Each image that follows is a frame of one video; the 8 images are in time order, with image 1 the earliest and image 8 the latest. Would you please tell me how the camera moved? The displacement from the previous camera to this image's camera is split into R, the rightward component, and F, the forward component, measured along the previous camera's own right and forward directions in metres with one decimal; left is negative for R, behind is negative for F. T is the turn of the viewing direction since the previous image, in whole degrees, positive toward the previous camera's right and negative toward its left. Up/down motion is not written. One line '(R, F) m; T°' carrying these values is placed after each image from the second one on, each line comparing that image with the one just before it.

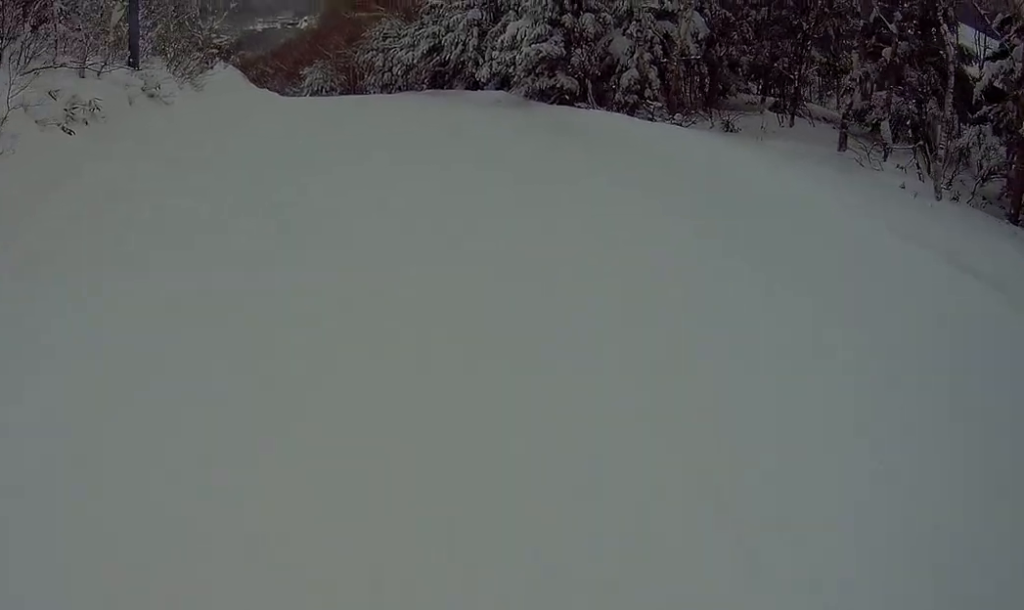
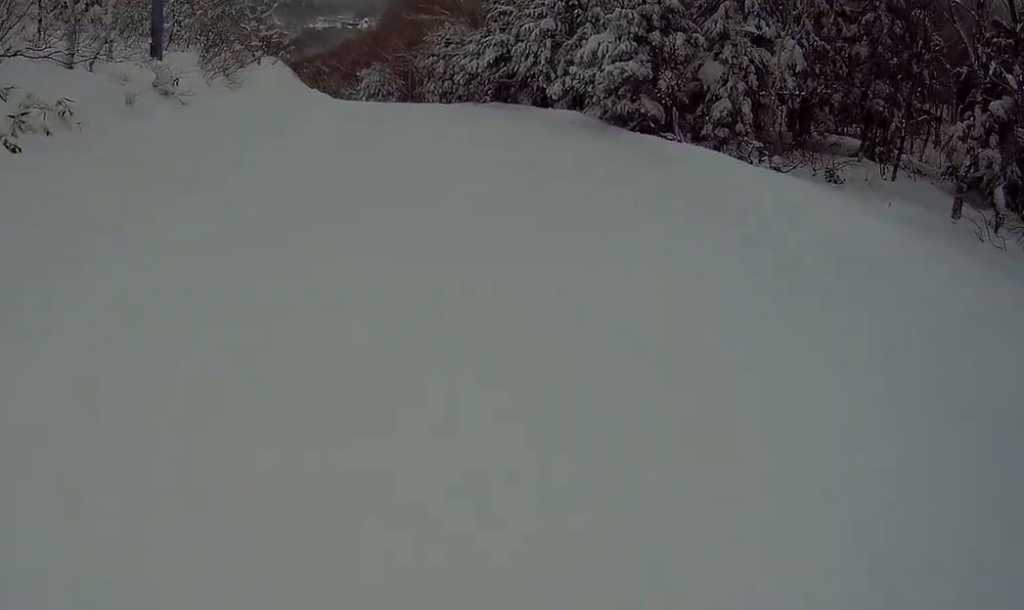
(+0.1, +6.2) m; 0°
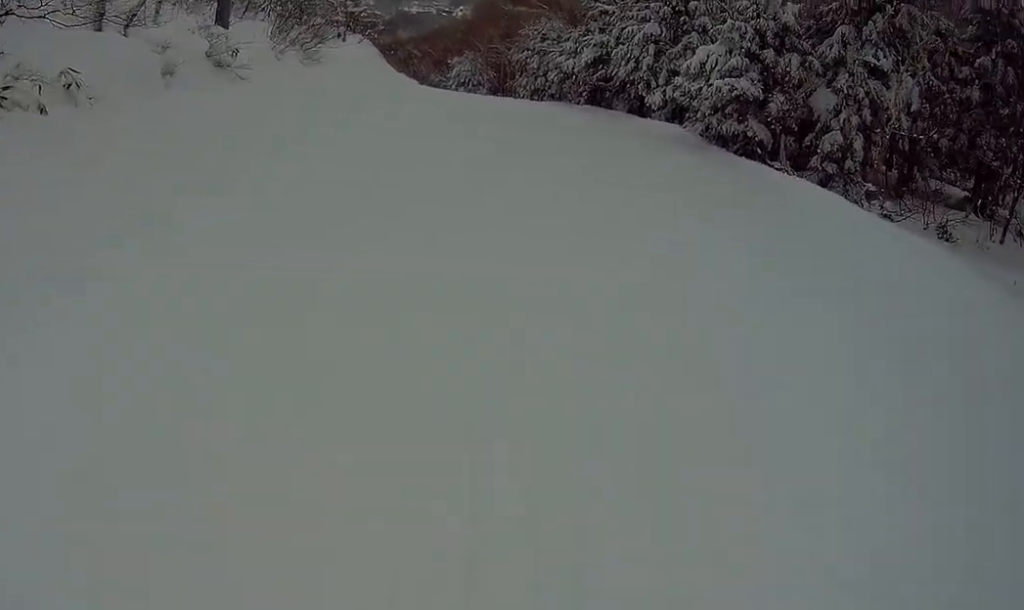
(+0.1, +3.2) m; -4°
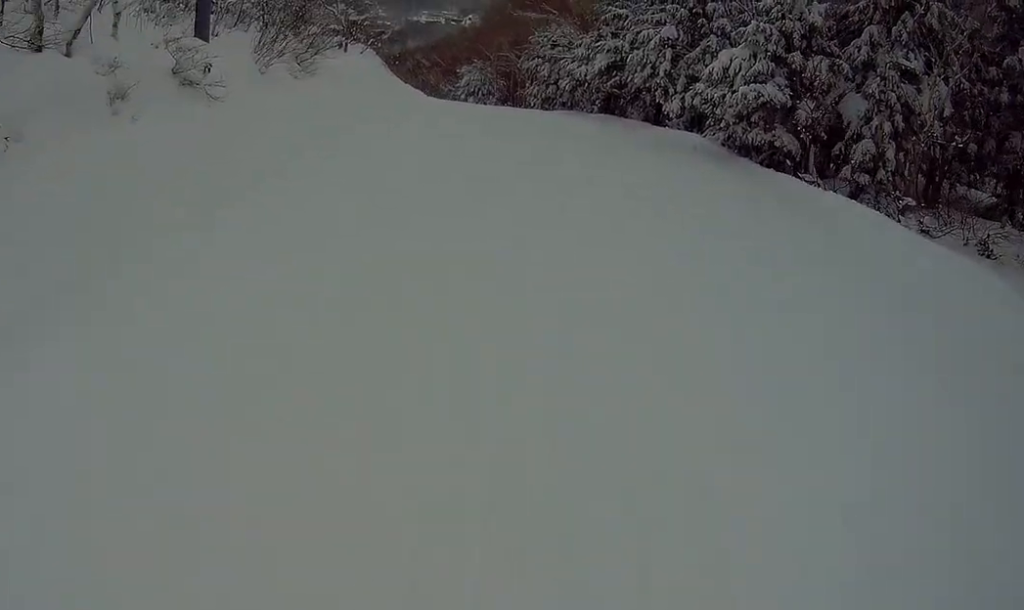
(-0.1, +2.5) m; 0°
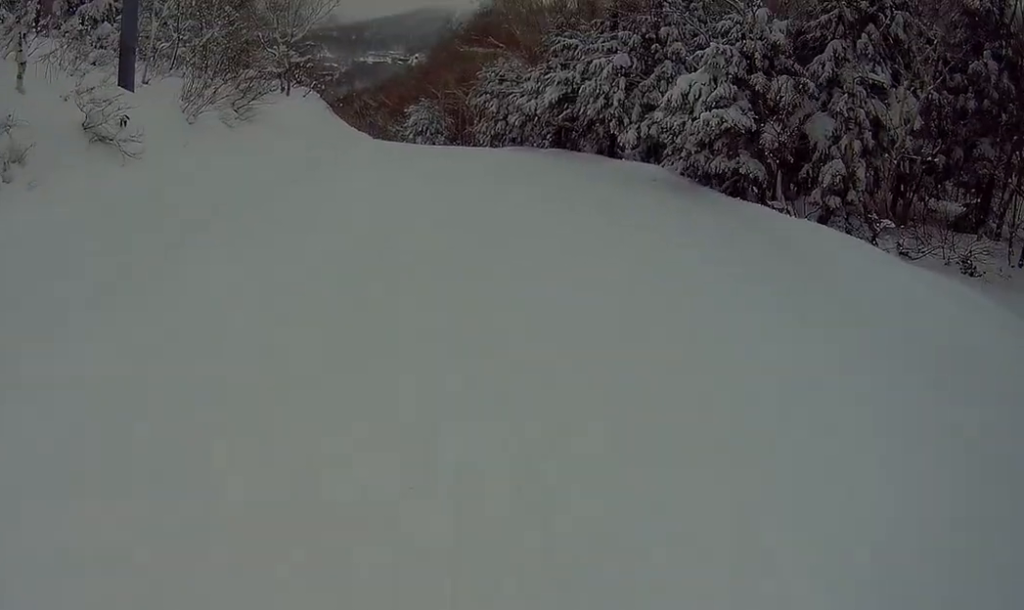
(-0.3, +1.8) m; +3°
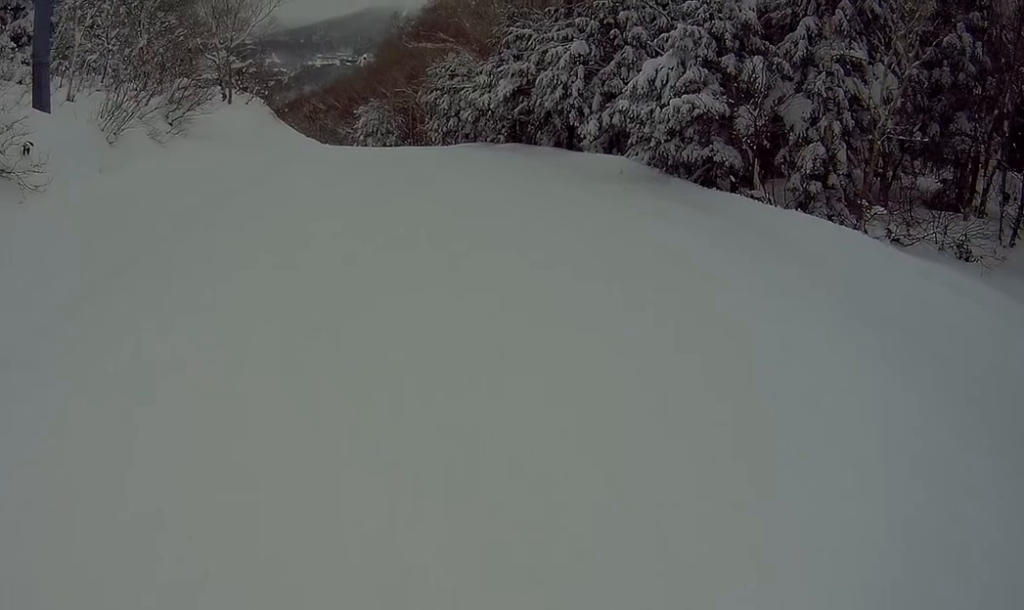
(-0.1, +1.9) m; +4°
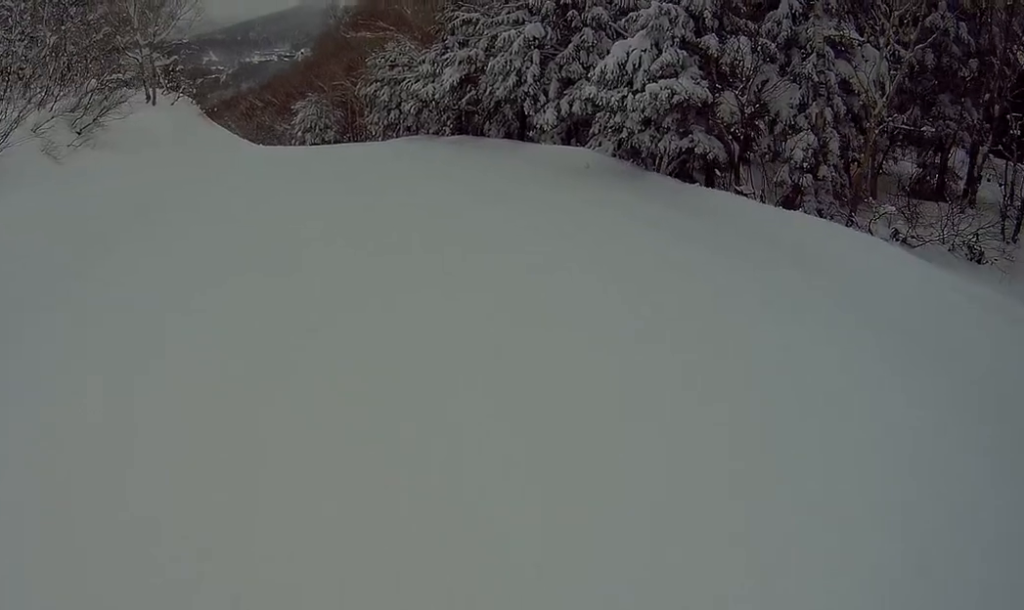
(+0.9, +3.0) m; +7°
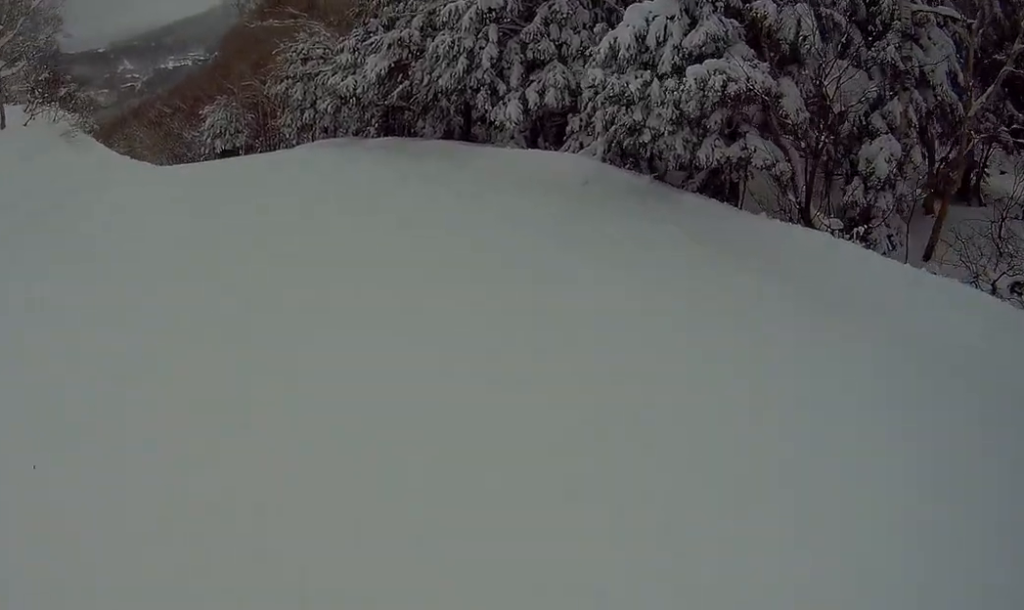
(-2.3, +8.5) m; 0°
